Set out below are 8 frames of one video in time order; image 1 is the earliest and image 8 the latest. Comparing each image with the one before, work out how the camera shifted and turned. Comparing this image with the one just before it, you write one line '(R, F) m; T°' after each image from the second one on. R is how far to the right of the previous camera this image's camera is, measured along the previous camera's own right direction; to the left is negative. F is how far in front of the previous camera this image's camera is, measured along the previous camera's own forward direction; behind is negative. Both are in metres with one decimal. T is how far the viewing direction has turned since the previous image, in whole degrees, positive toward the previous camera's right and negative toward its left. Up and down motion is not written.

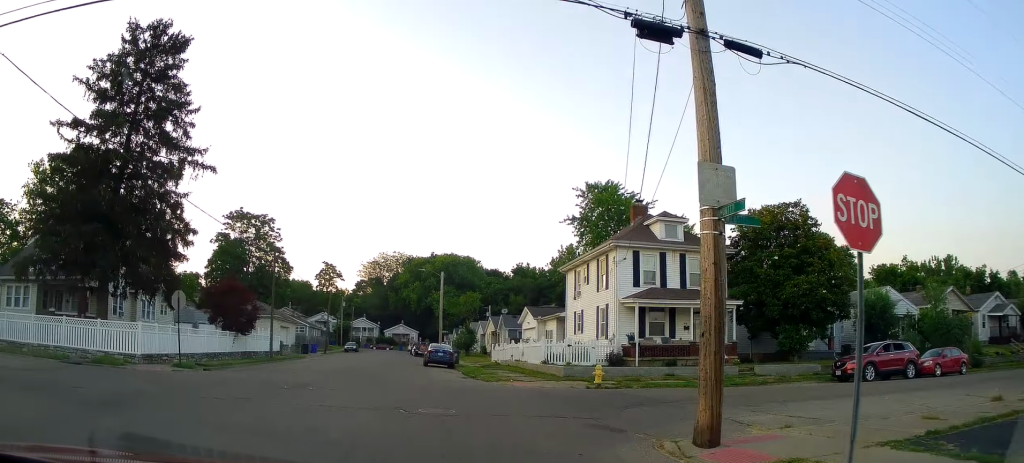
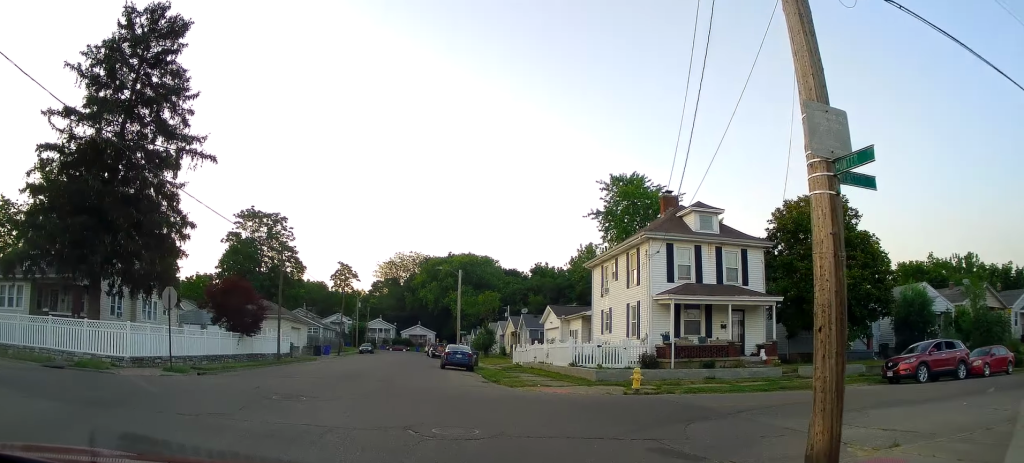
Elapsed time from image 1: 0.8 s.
(-0.2, +2.7) m; -5°
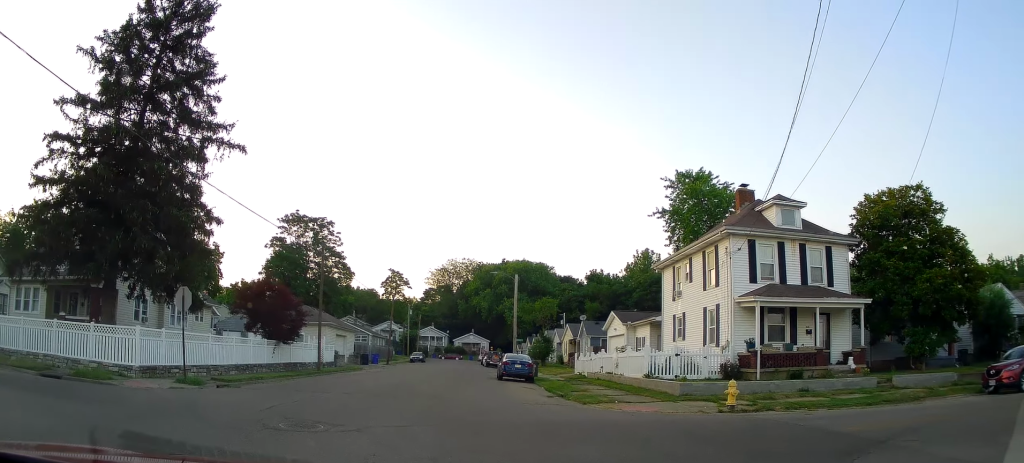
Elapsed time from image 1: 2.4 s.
(-0.5, +4.6) m; -8°
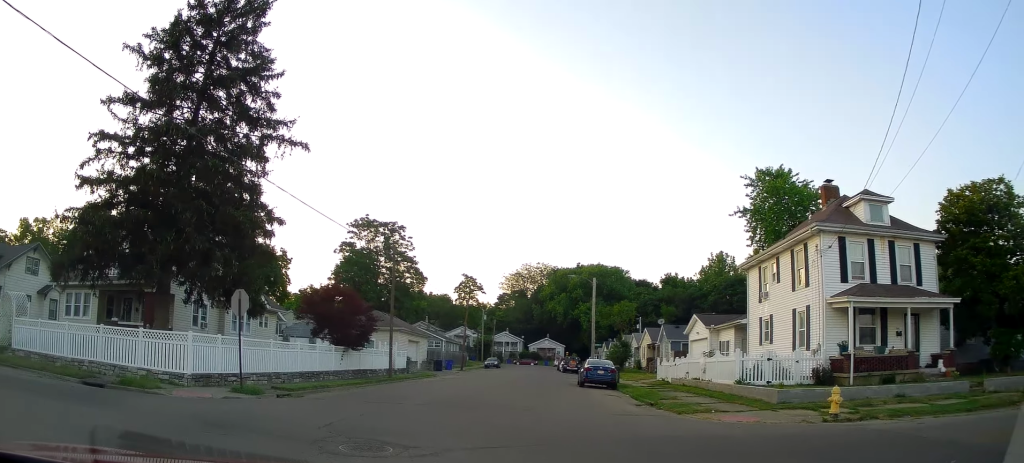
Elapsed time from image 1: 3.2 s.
(0.0, +1.9) m; -3°
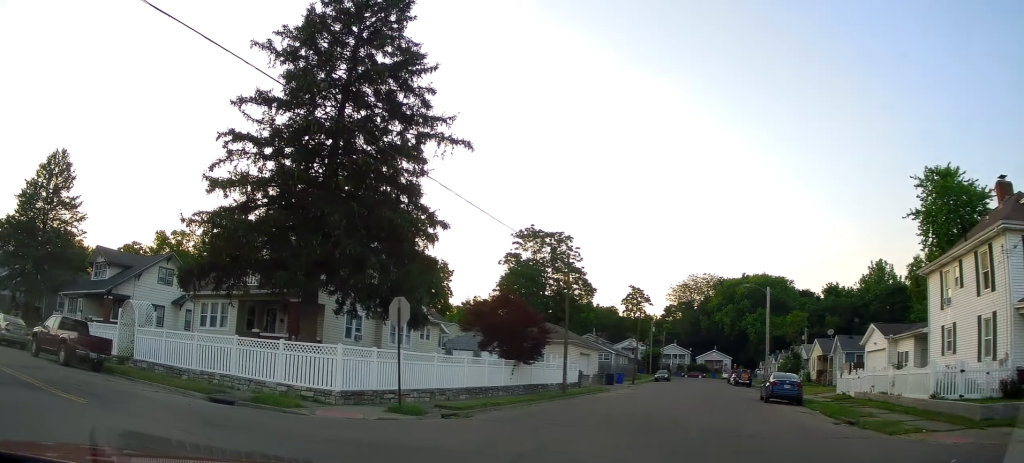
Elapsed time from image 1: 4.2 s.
(-0.1, +2.3) m; -26°
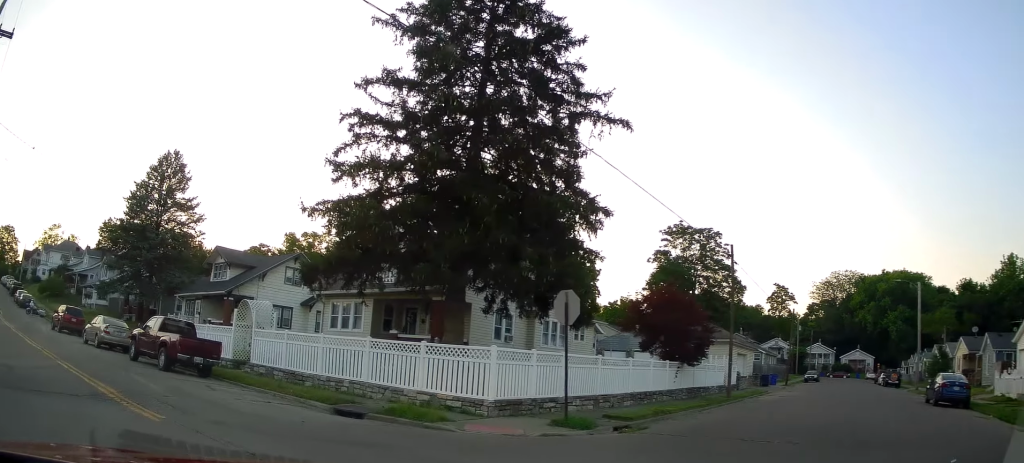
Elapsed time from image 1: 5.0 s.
(-0.7, +2.3) m; -16°
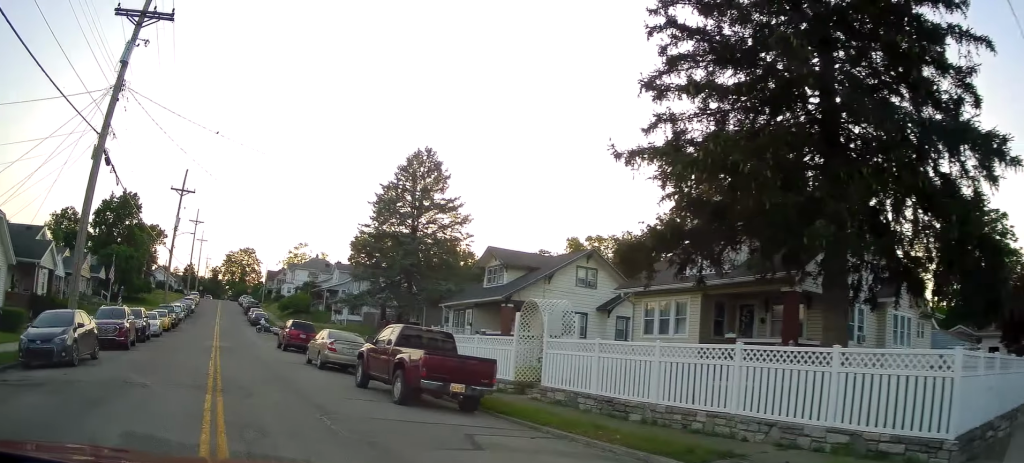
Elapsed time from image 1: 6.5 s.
(-1.1, +5.5) m; -25°
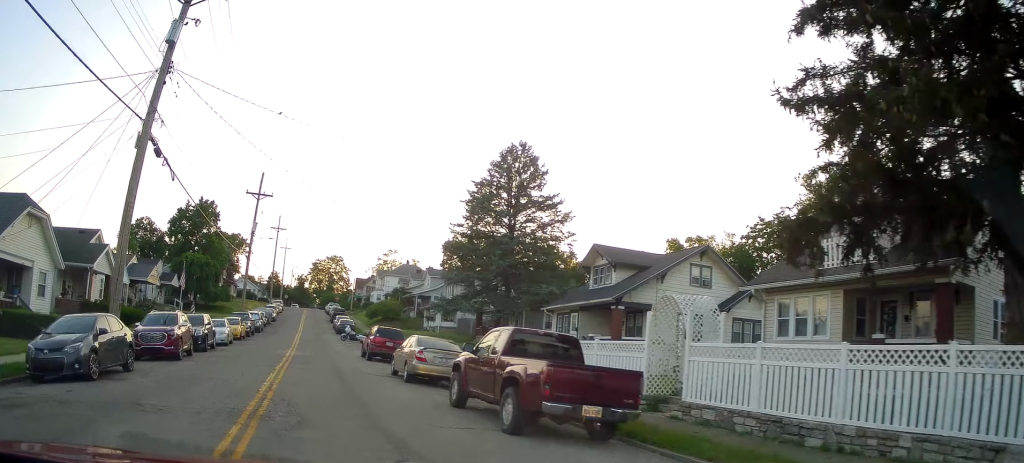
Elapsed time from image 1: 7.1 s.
(-0.3, +2.7) m; -11°
